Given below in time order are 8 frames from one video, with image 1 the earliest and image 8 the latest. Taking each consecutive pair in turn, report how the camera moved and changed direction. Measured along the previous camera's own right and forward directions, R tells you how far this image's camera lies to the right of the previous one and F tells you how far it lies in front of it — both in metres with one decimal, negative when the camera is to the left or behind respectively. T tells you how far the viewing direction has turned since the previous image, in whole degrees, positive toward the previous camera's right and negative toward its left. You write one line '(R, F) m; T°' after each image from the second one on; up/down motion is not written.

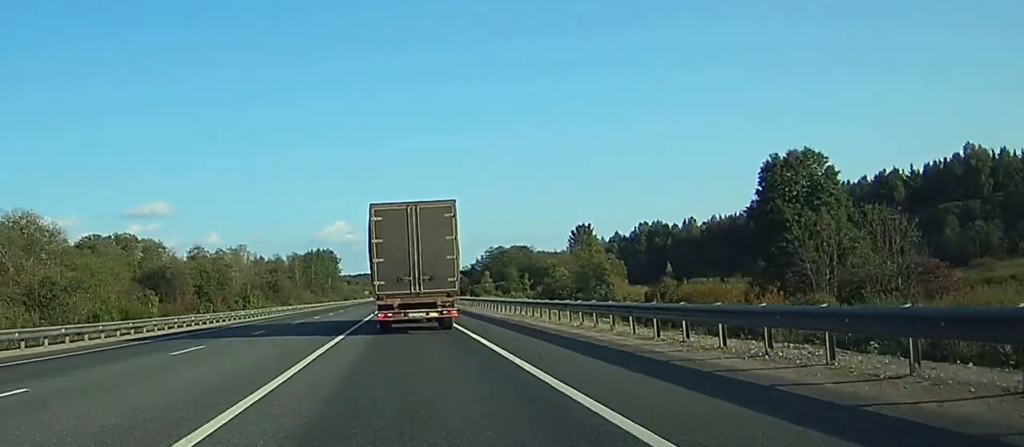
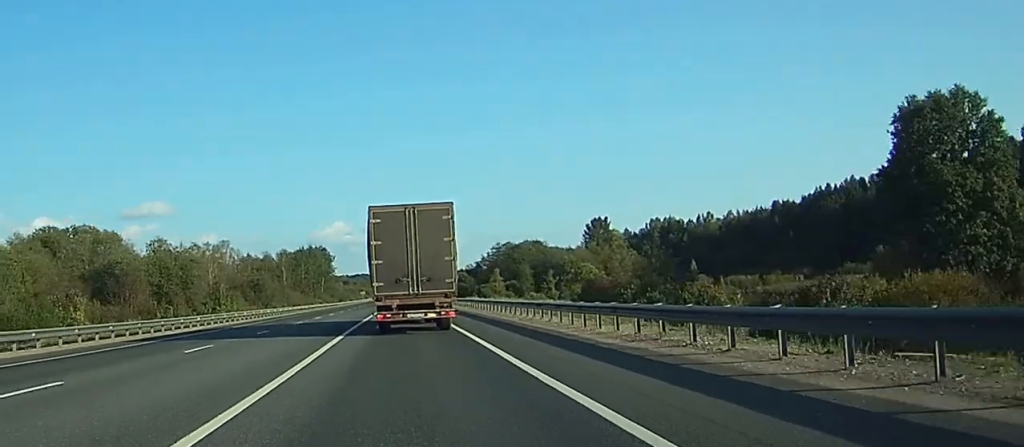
(0.0, +22.5) m; 0°
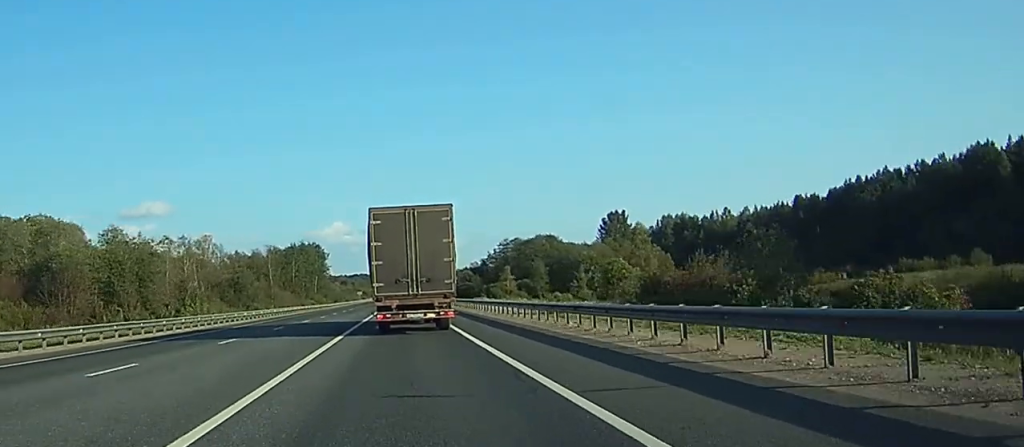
(0.0, +19.5) m; 0°
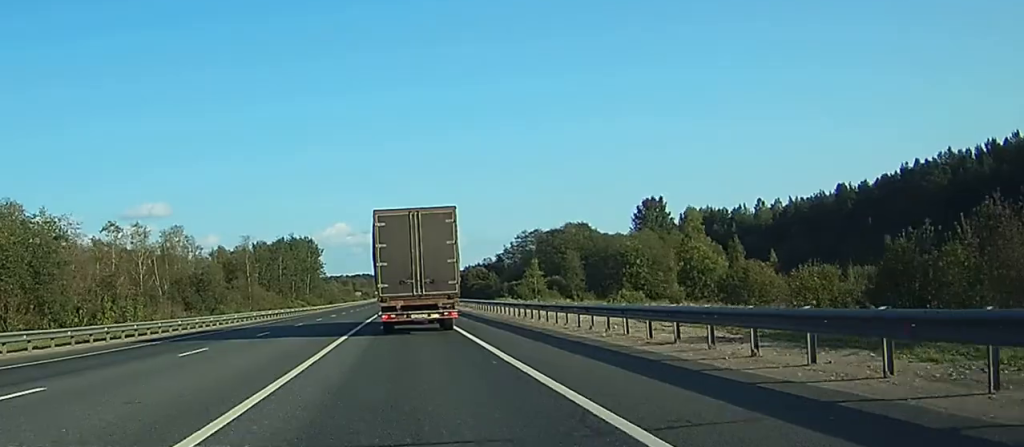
(-0.1, +29.5) m; 0°
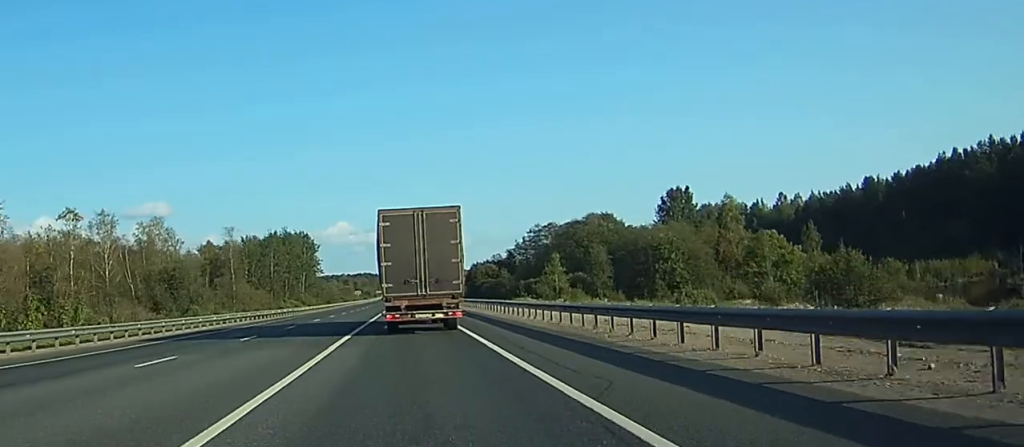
(0.0, +16.0) m; 0°
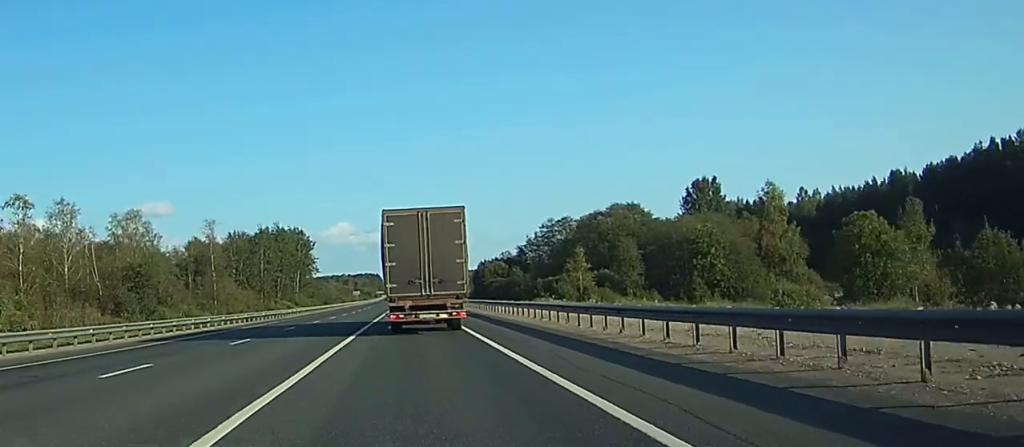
(0.0, +14.6) m; 0°
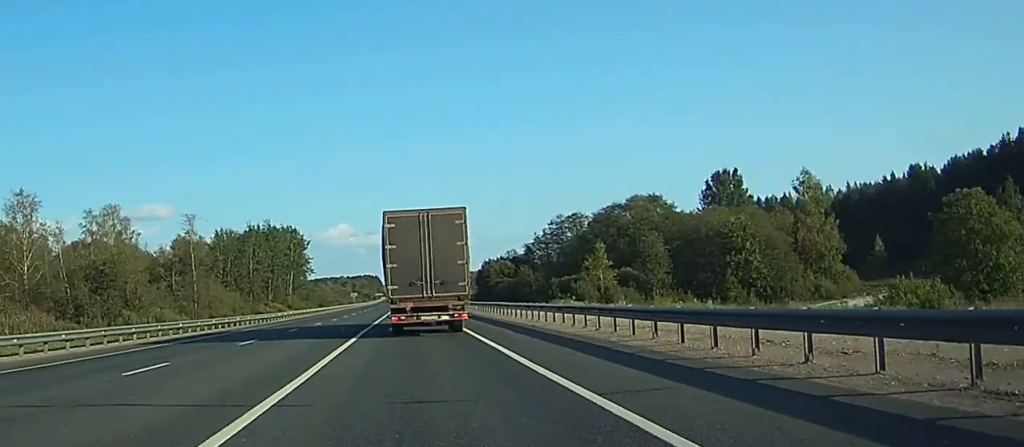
(0.0, +10.9) m; 0°
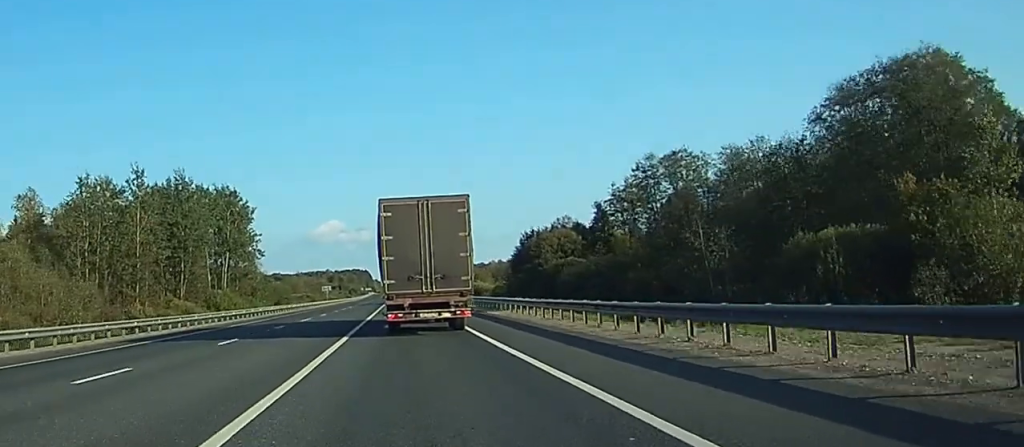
(+0.4, +62.1) m; 0°
